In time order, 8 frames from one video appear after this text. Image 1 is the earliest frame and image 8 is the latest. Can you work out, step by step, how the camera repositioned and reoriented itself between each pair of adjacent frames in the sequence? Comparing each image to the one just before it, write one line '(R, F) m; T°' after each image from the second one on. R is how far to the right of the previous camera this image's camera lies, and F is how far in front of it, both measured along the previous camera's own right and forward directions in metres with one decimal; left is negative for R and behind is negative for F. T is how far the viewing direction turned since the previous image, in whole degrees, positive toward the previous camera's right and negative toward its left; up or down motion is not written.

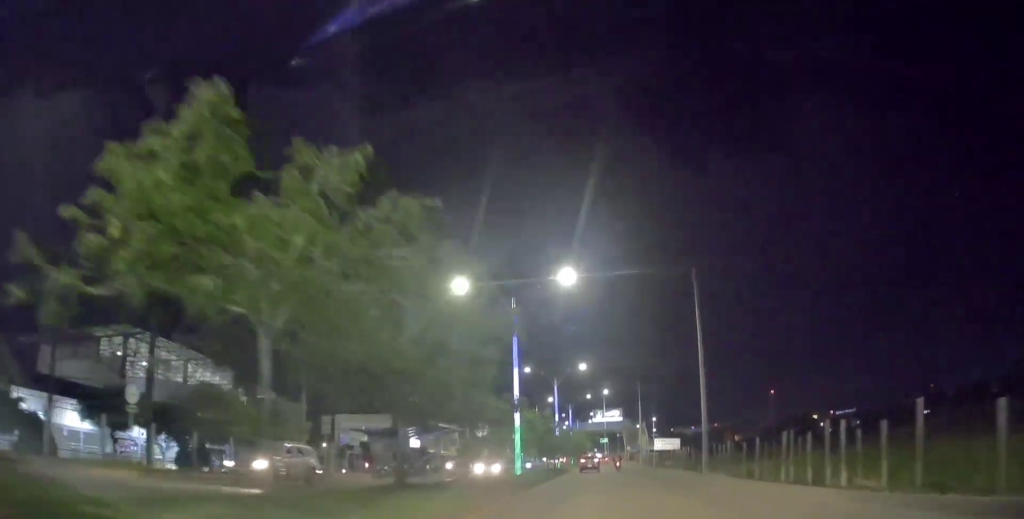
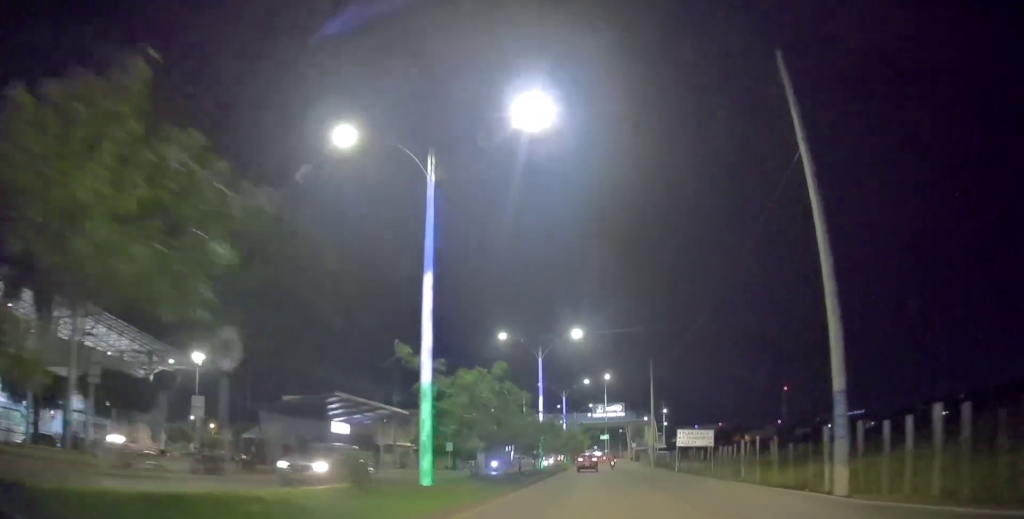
(+0.3, +17.3) m; -1°
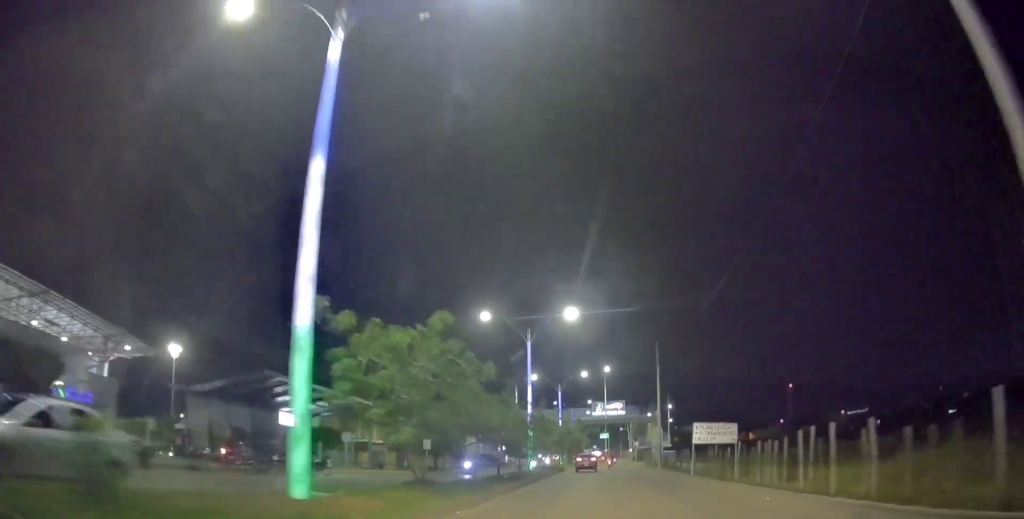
(-0.1, +7.1) m; -1°
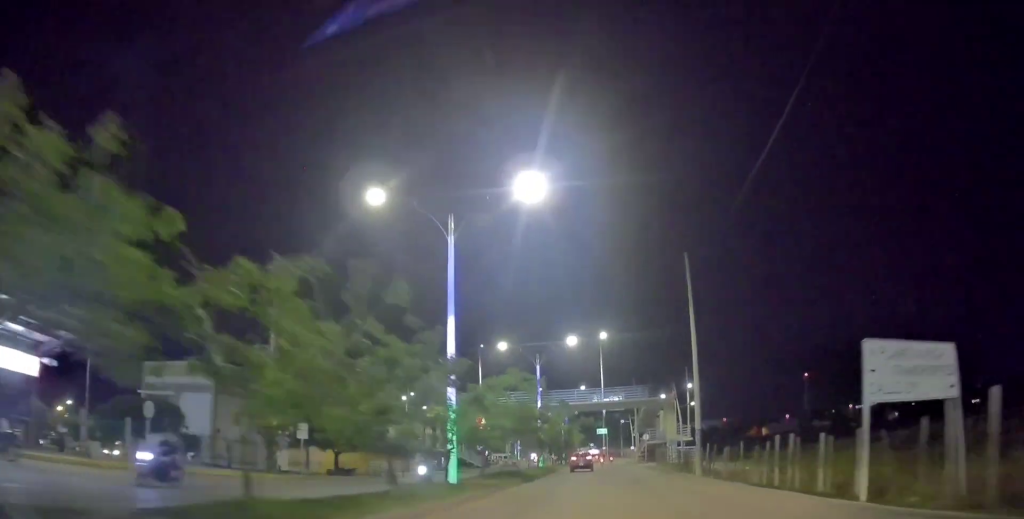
(-0.1, +21.0) m; +1°
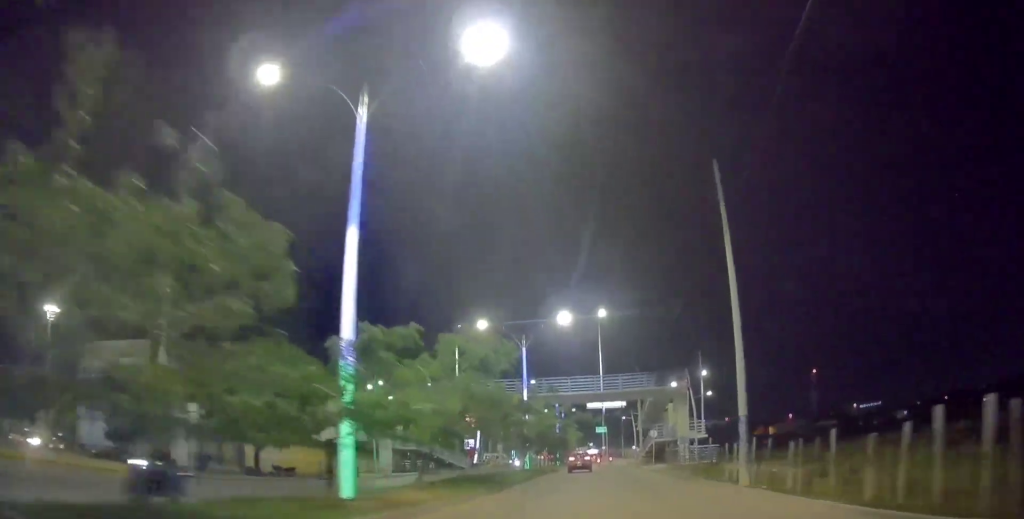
(+0.3, +8.8) m; 0°
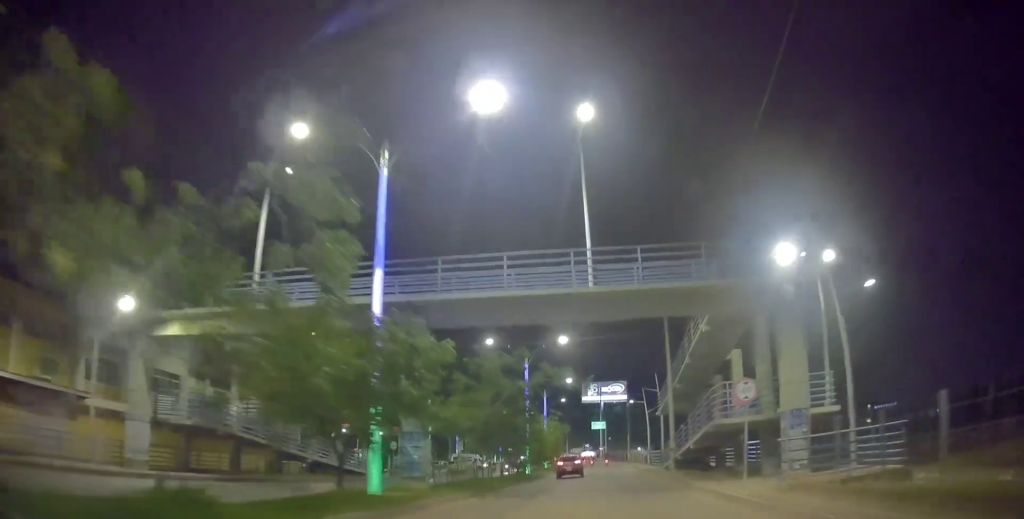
(-0.6, +28.8) m; -1°
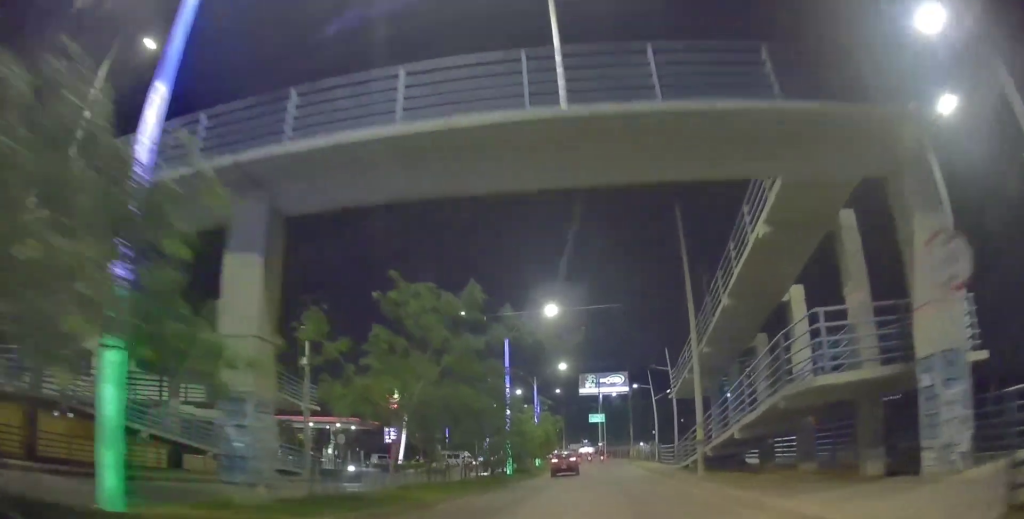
(0.0, +9.3) m; +1°
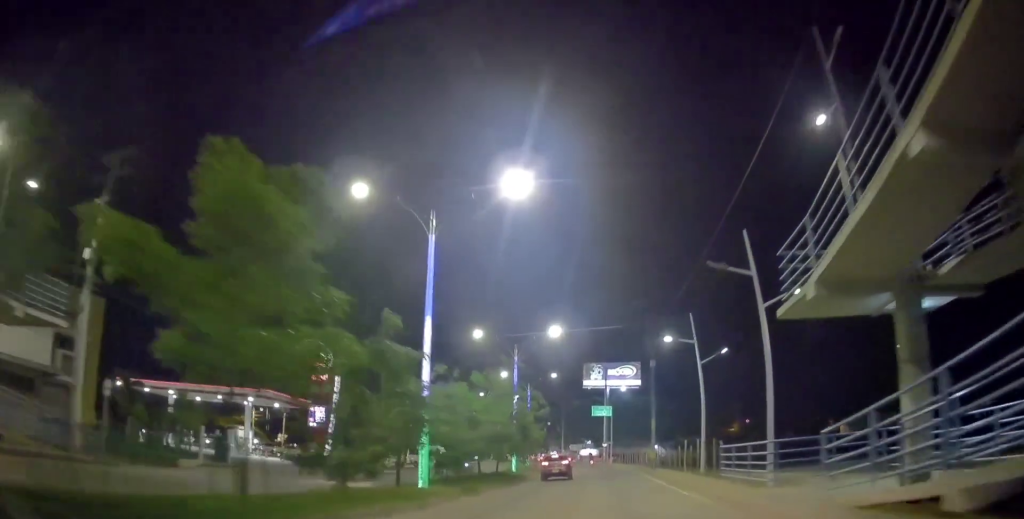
(+0.2, +20.0) m; 0°
